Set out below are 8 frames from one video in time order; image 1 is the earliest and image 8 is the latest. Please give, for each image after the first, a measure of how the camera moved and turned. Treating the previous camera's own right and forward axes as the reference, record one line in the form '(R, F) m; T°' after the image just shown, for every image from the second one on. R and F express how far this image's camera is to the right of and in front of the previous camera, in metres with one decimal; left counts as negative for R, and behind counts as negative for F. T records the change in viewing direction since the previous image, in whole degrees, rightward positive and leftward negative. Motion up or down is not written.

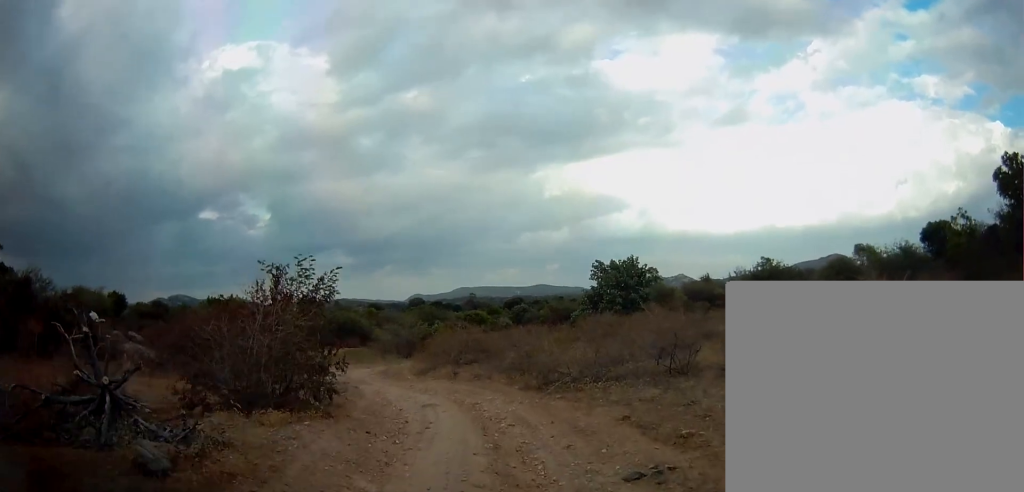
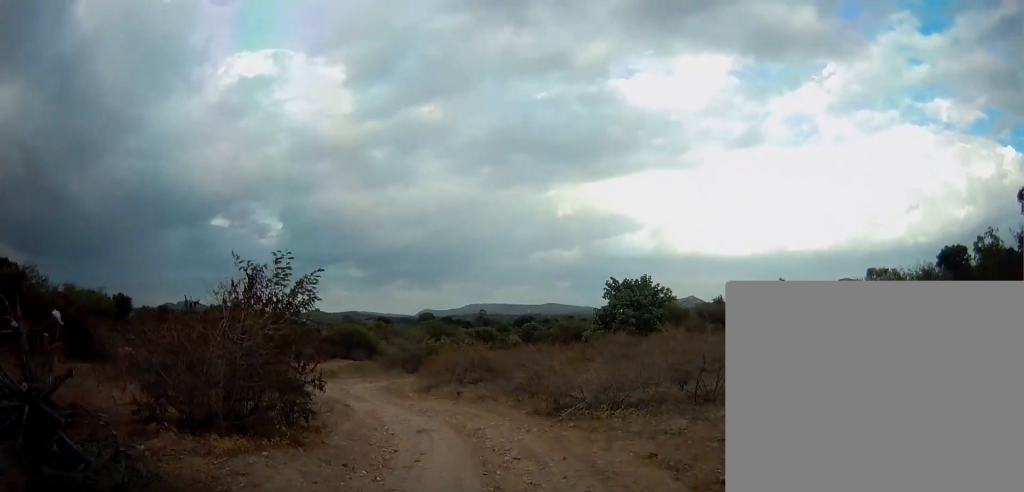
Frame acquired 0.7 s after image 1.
(-0.1, +1.3) m; -3°
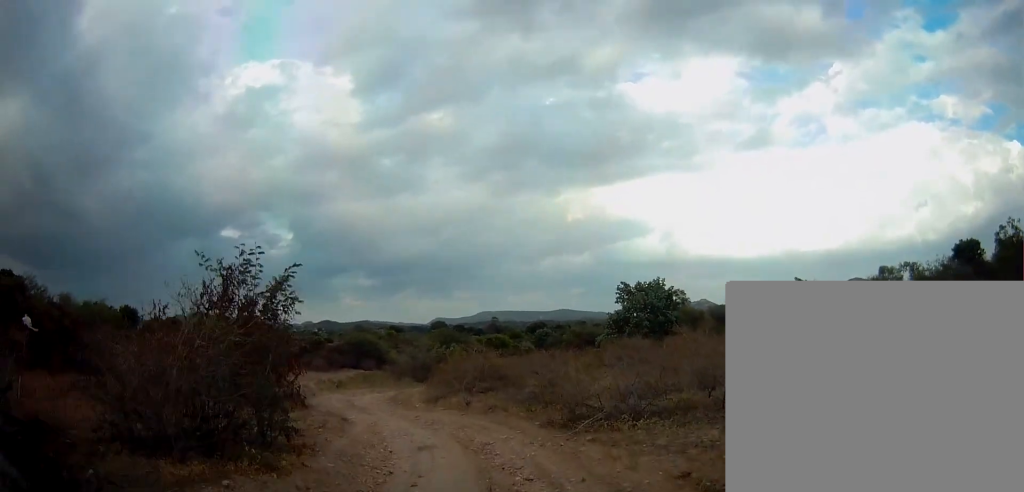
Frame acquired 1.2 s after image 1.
(-0.1, +1.0) m; -2°
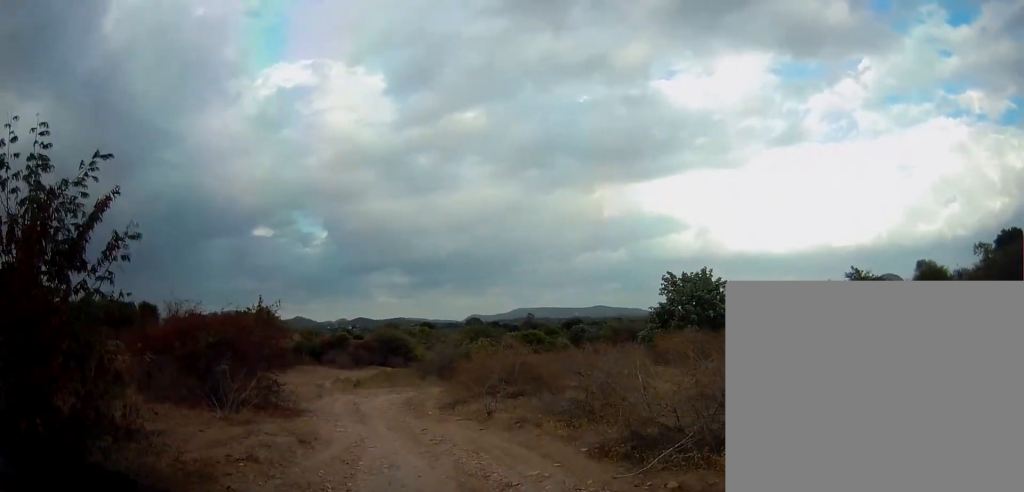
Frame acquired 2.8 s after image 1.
(+0.2, +3.2) m; +1°
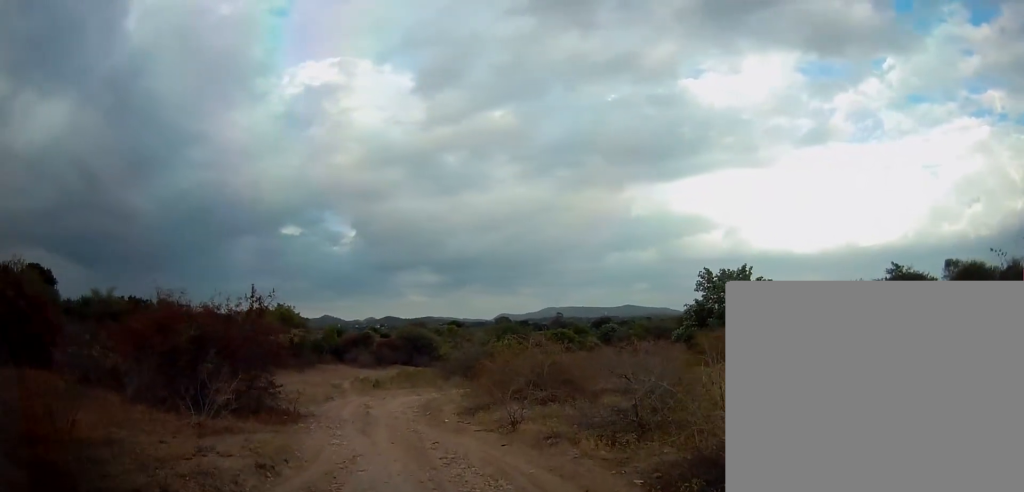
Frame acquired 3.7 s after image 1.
(-0.1, +1.9) m; -4°
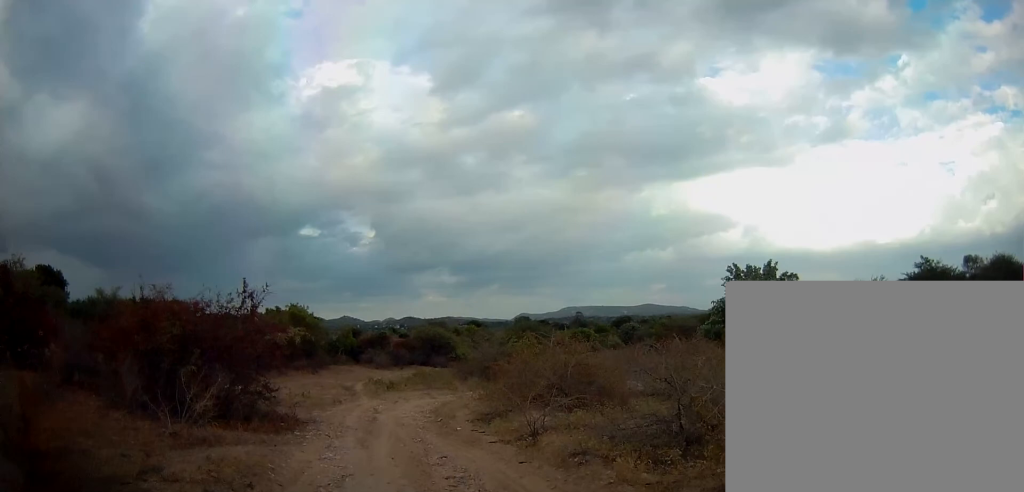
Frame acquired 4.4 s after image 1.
(0.0, +1.3) m; -5°
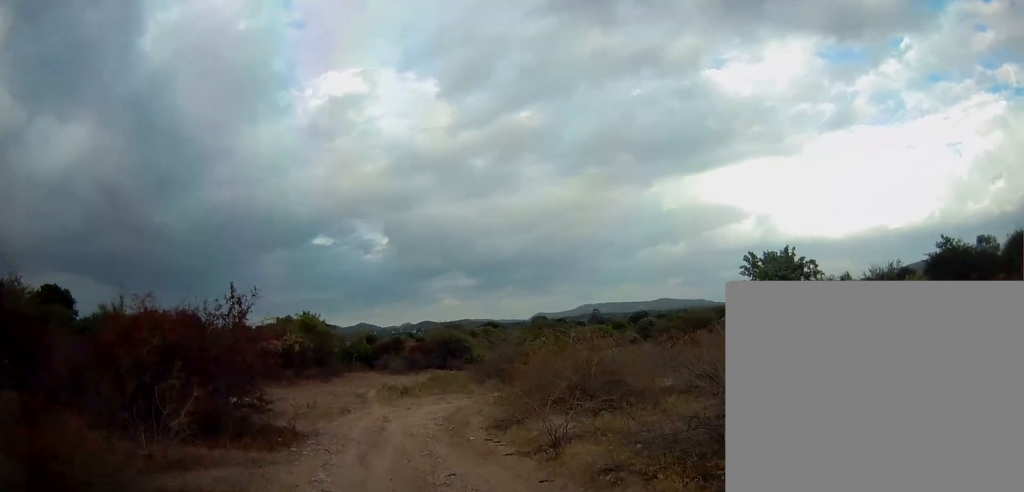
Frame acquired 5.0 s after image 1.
(0.0, +1.2) m; -6°
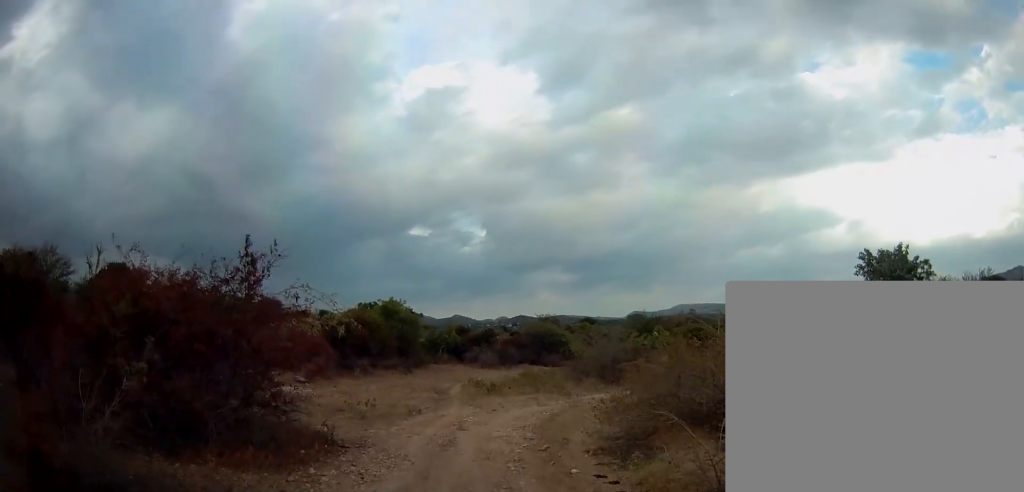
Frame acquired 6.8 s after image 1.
(-0.4, +3.5) m; -12°
